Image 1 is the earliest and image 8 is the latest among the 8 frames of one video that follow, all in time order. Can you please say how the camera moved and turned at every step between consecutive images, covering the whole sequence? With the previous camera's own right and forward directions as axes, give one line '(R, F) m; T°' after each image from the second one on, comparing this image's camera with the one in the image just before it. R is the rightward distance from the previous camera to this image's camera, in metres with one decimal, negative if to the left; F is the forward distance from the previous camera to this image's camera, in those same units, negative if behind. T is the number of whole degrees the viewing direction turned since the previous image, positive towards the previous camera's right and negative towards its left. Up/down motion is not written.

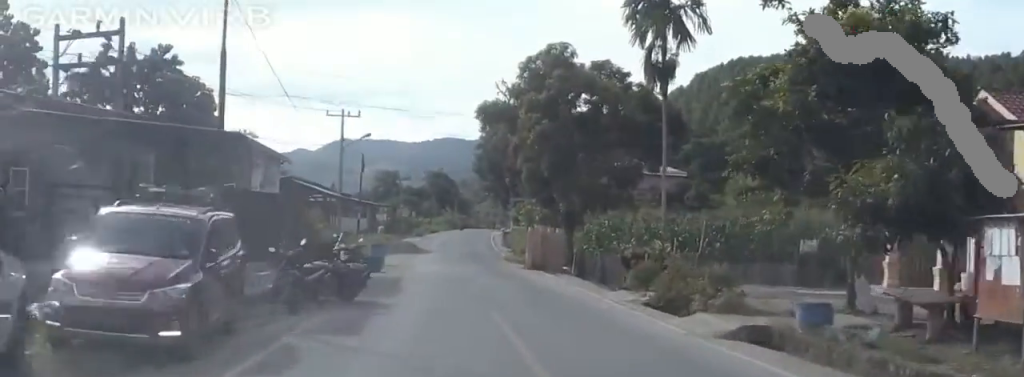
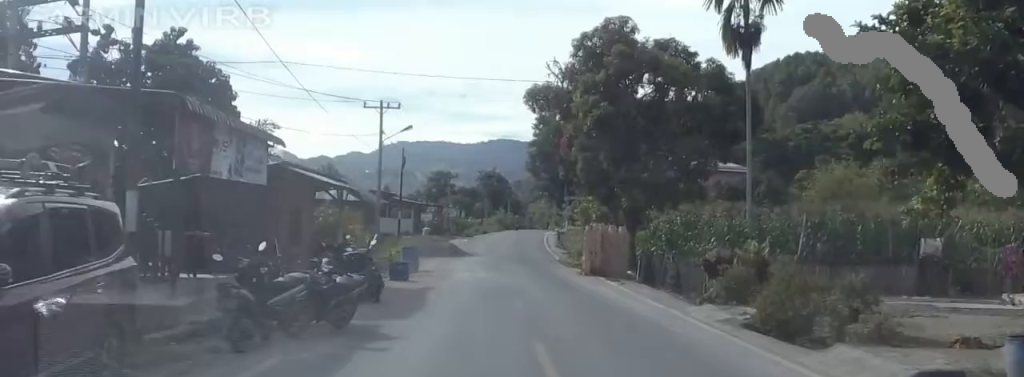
(+0.1, +5.5) m; -4°
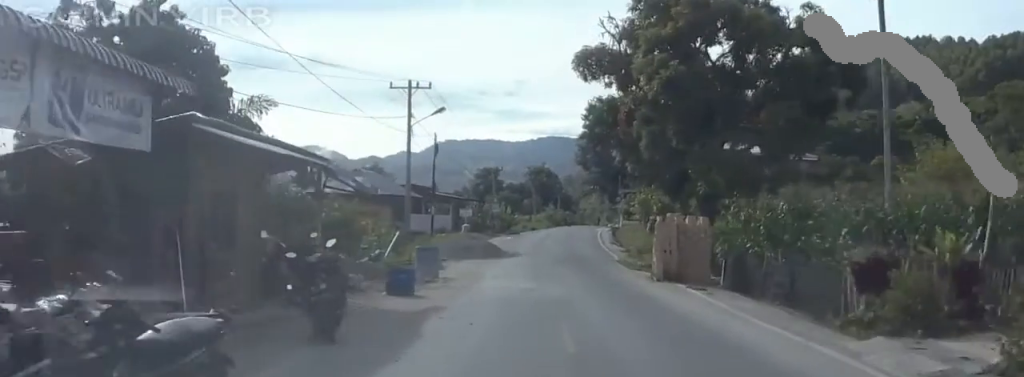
(-0.6, +7.8) m; -1°
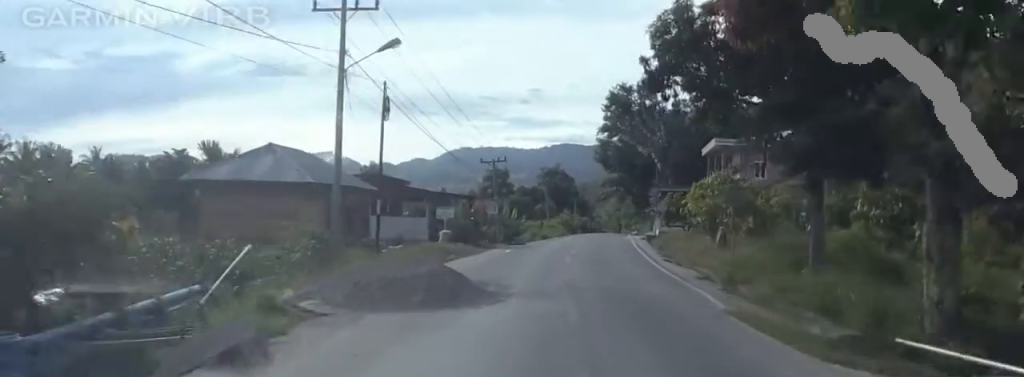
(+0.4, +20.1) m; +8°
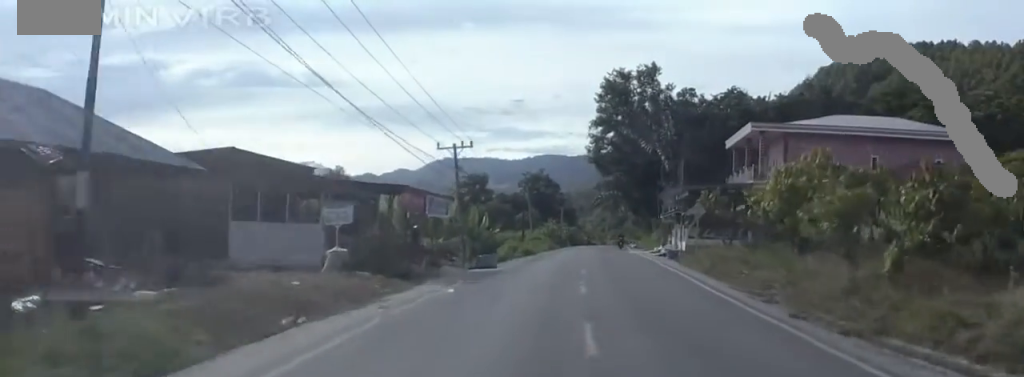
(0.0, +19.3) m; -6°
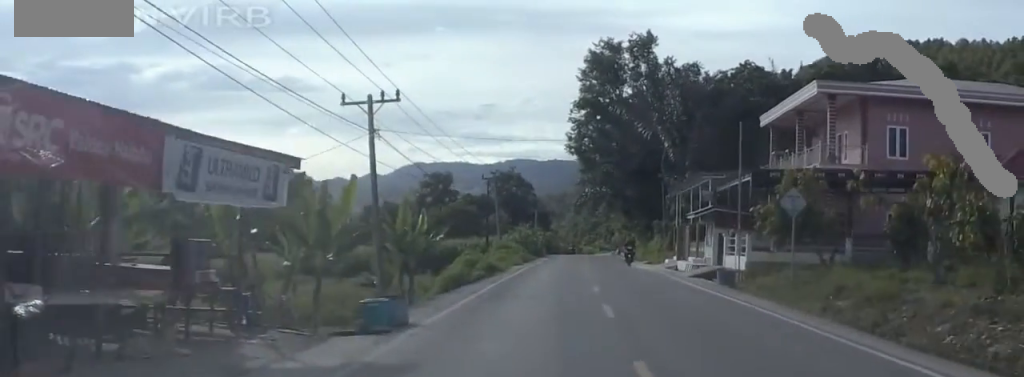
(-0.8, +18.8) m; +3°
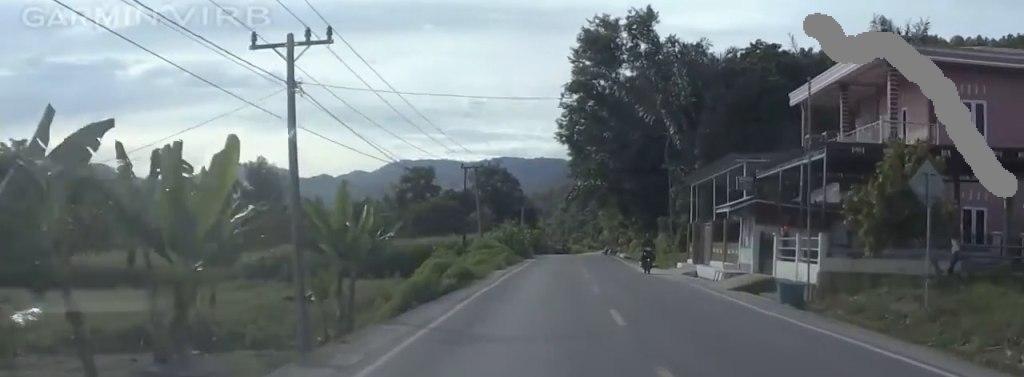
(+0.4, +8.7) m; +2°
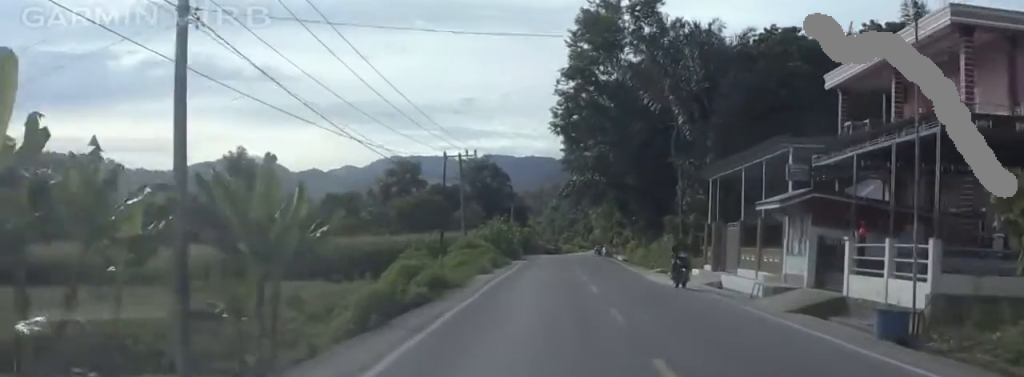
(+0.5, +6.5) m; 0°
